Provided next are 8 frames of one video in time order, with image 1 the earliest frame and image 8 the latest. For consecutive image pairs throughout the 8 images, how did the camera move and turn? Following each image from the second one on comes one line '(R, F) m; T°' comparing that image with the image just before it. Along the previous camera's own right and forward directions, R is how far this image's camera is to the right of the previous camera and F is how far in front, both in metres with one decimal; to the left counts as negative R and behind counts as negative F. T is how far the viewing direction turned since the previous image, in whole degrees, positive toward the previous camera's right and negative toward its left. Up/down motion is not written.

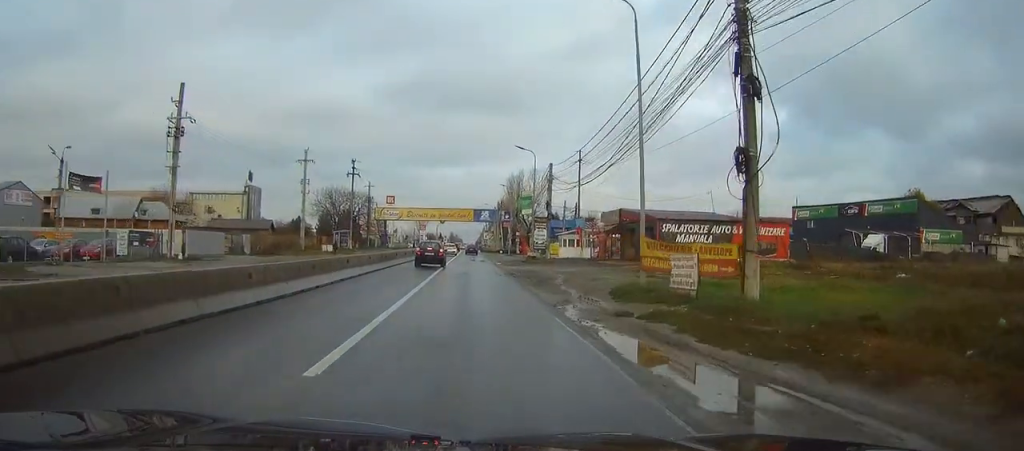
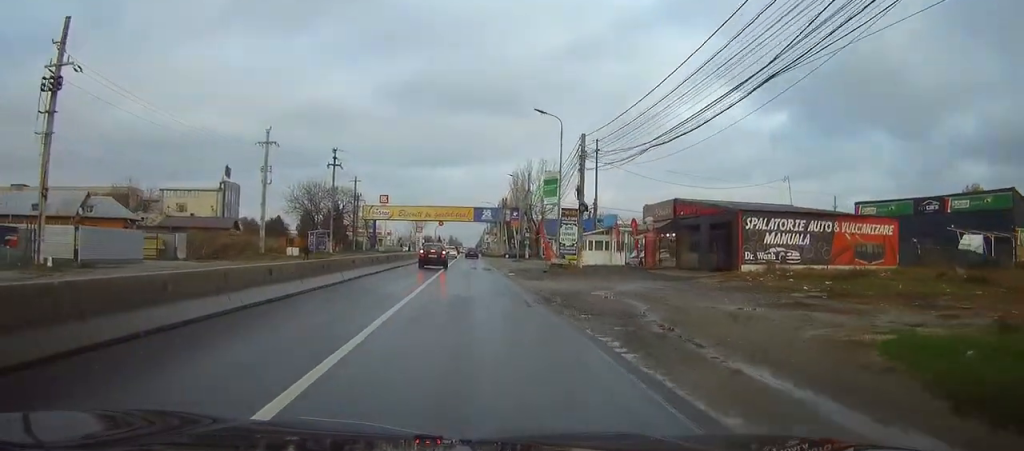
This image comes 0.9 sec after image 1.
(-0.1, +16.8) m; 0°
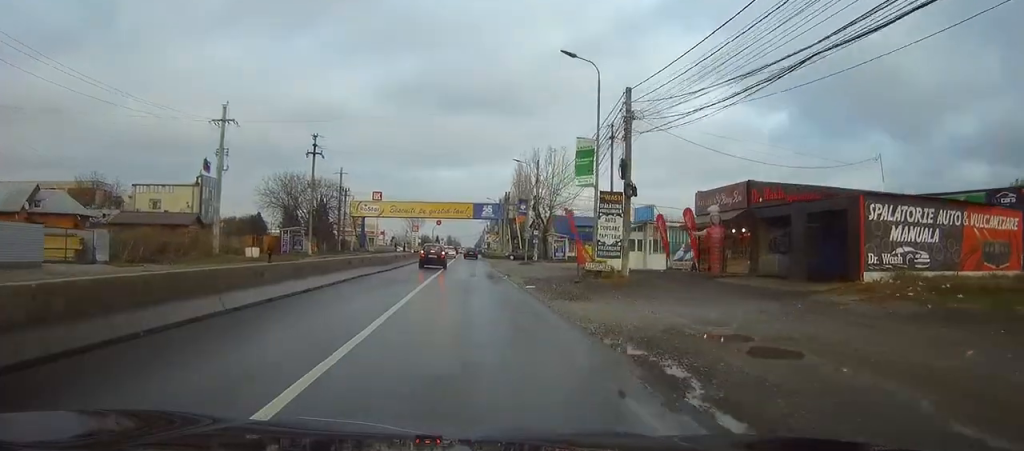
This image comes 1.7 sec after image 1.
(0.0, +12.7) m; 0°
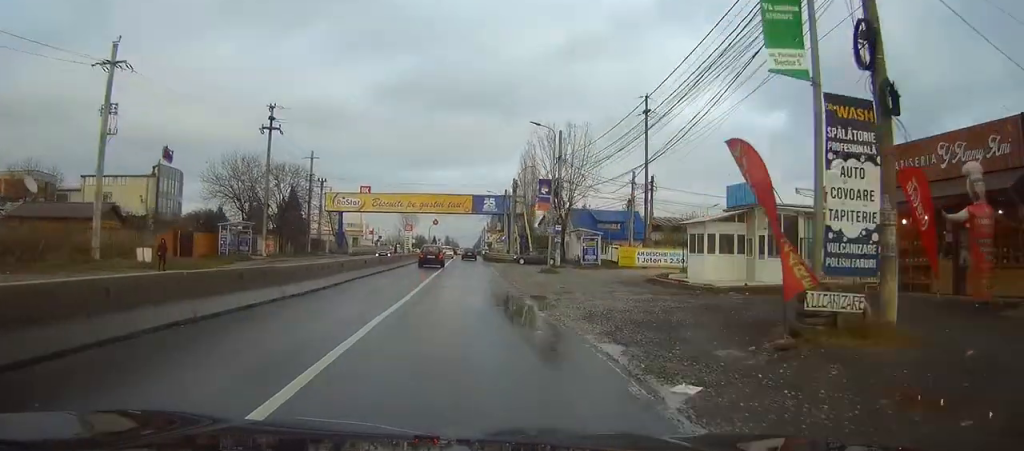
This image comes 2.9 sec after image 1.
(0.0, +19.9) m; 0°
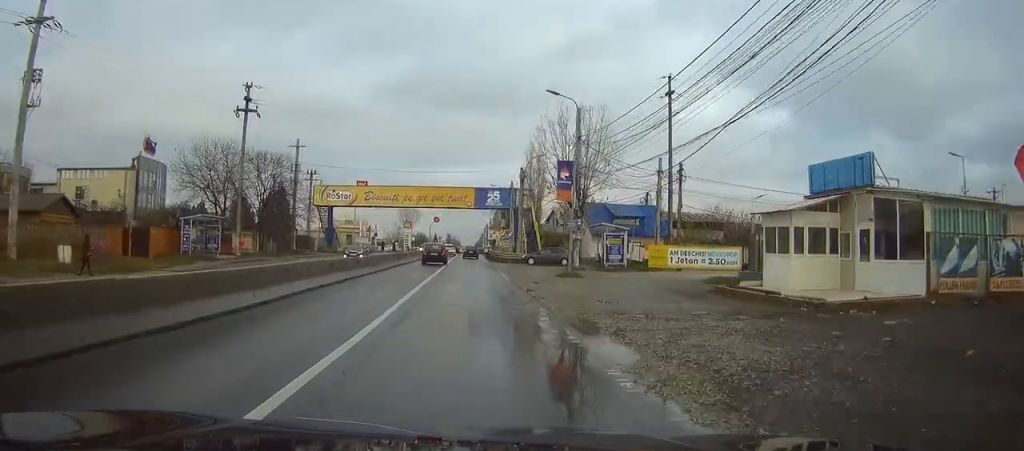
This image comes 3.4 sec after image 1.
(0.0, +8.7) m; 0°
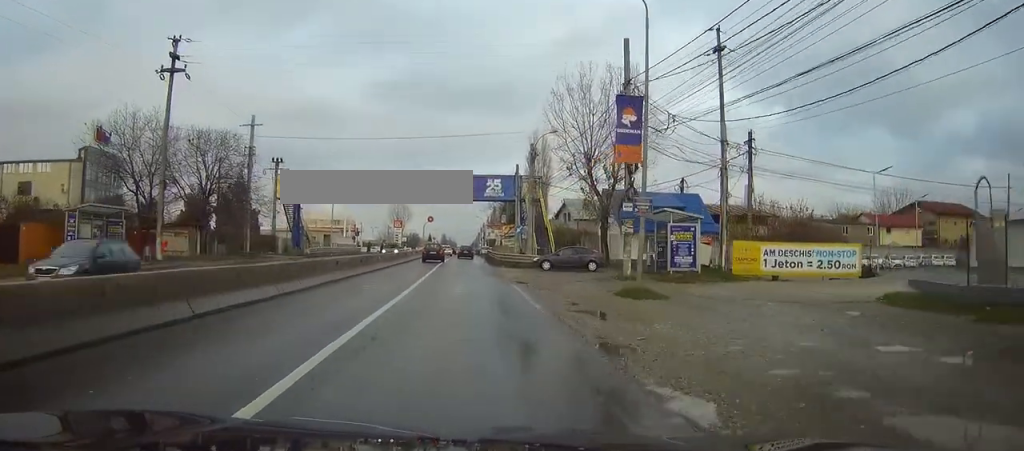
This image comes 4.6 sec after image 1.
(0.0, +16.5) m; 0°
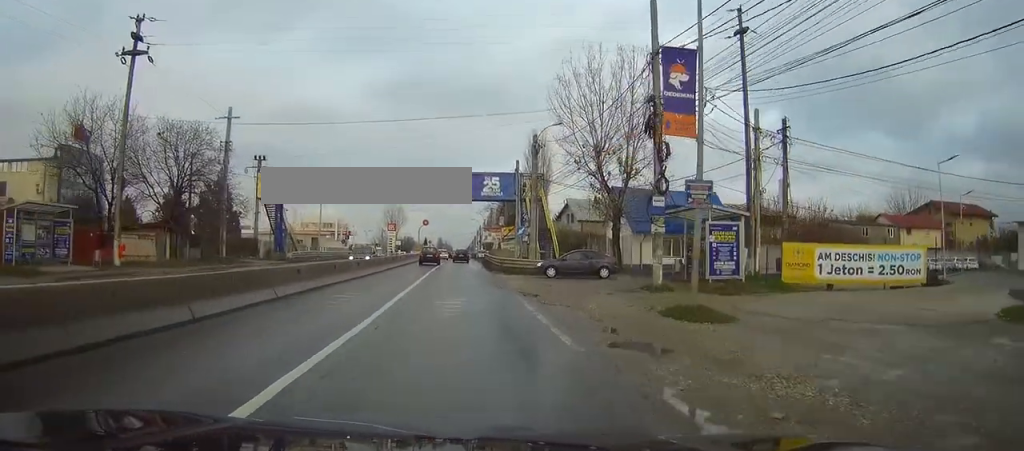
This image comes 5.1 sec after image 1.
(0.0, +6.1) m; 0°
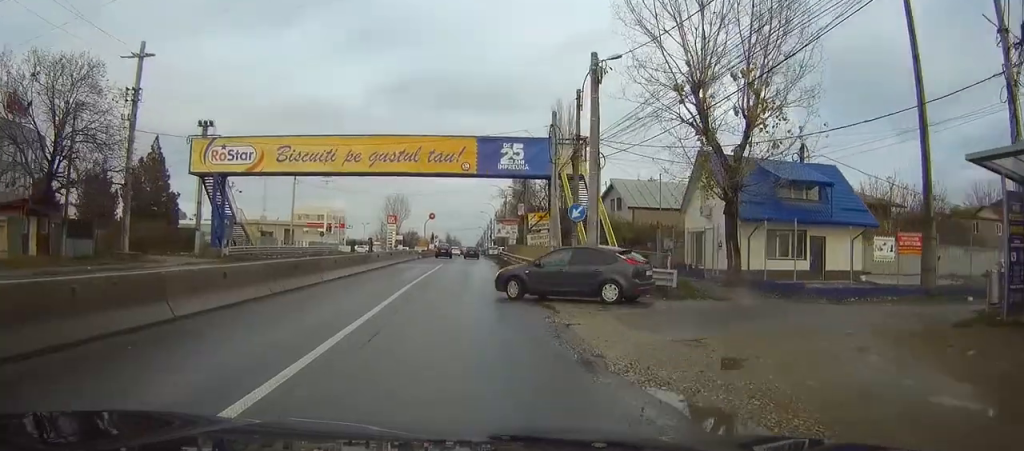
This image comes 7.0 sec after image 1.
(0.0, +21.0) m; -1°
